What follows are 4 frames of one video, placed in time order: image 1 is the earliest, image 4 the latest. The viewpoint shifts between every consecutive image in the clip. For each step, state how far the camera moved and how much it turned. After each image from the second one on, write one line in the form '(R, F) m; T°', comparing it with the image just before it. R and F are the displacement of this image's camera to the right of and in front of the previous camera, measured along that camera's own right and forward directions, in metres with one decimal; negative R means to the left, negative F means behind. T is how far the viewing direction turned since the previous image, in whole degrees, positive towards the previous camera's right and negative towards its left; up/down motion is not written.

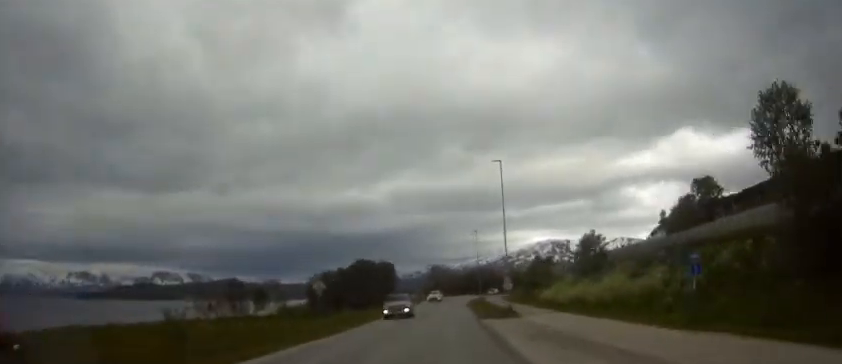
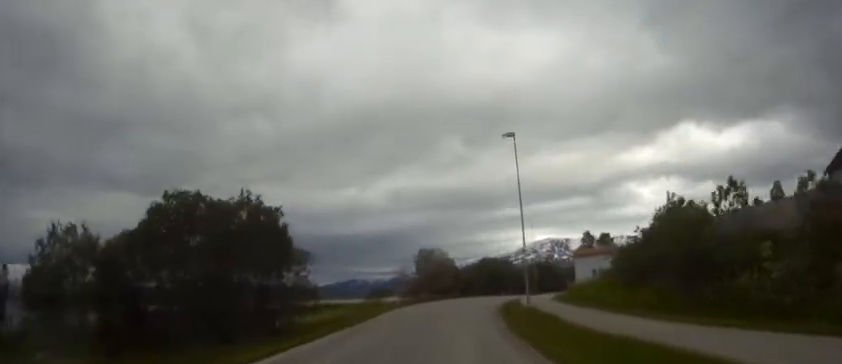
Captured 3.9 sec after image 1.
(-0.8, +54.3) m; -1°
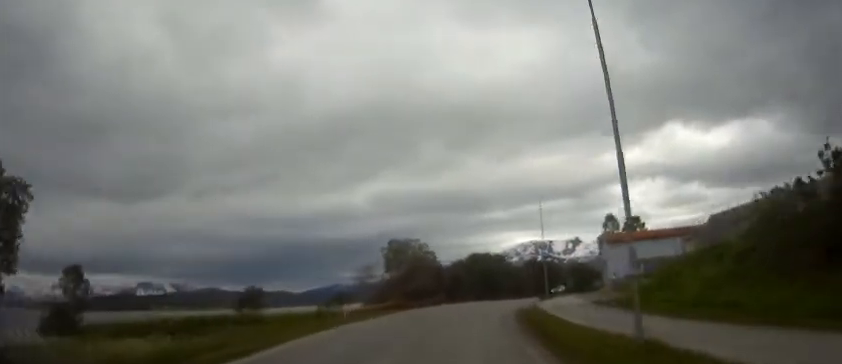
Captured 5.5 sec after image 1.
(+0.4, +22.1) m; +2°
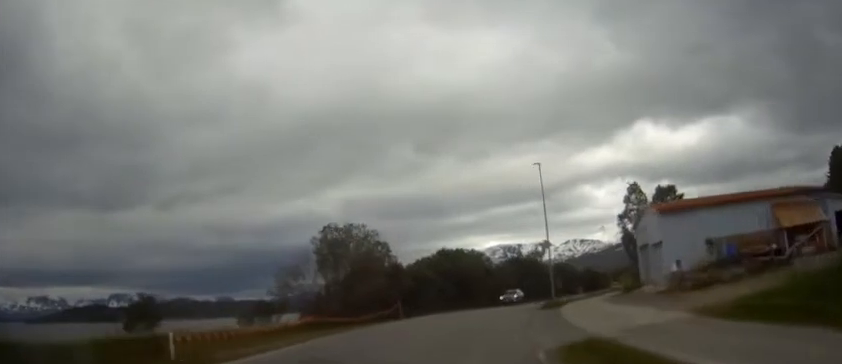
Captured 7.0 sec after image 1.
(+0.2, +20.2) m; +2°
